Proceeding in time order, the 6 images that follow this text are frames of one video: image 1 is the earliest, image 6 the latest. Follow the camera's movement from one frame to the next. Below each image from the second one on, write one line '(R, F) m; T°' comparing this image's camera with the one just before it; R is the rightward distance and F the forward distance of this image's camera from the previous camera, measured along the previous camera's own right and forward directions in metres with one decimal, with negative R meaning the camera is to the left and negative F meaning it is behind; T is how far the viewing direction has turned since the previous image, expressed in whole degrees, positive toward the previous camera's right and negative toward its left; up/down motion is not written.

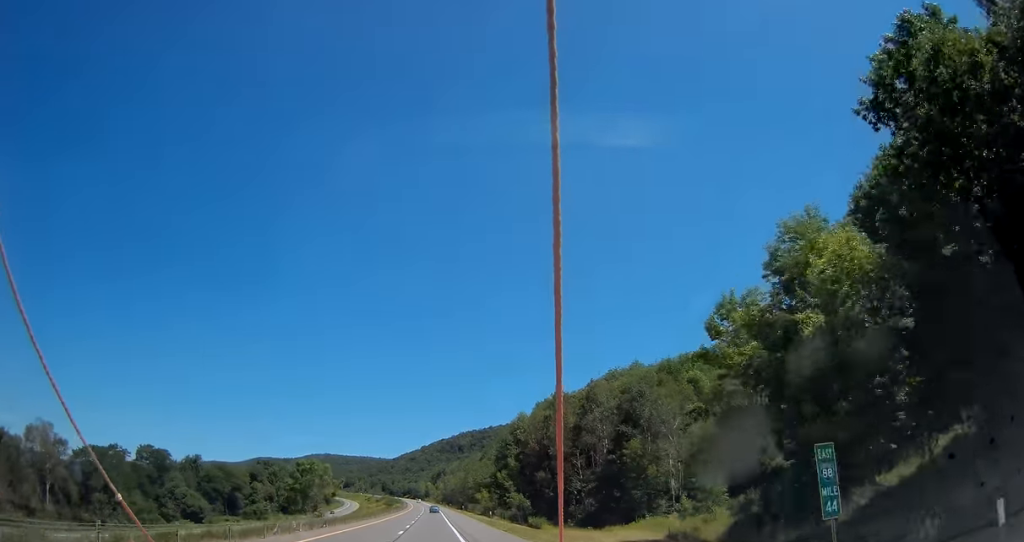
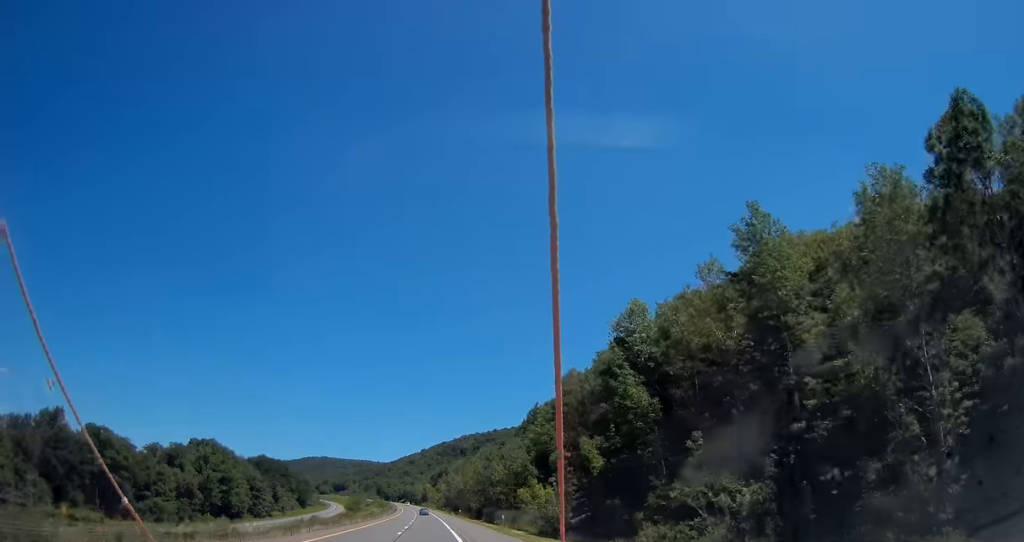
(-0.5, +72.5) m; 0°
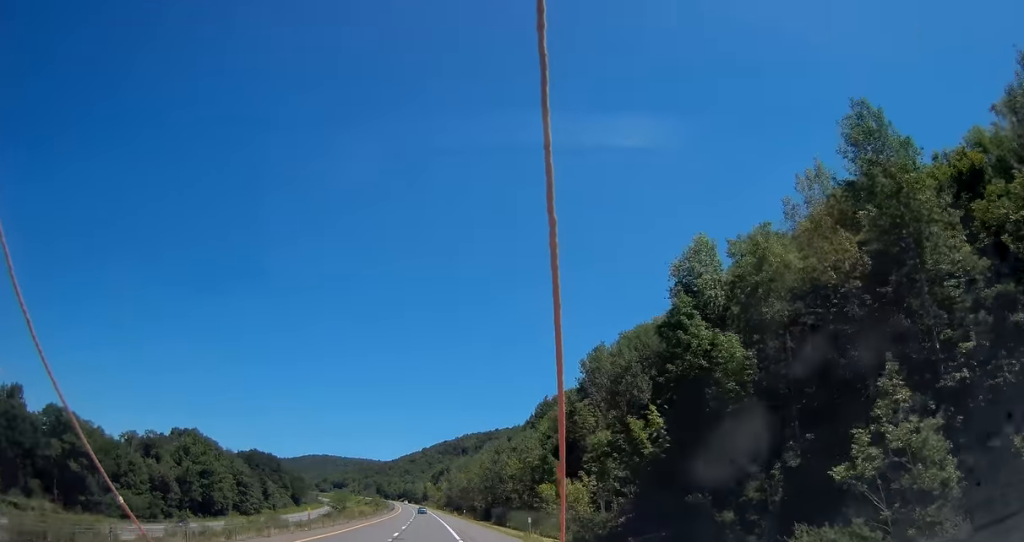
(+0.1, +14.3) m; 0°
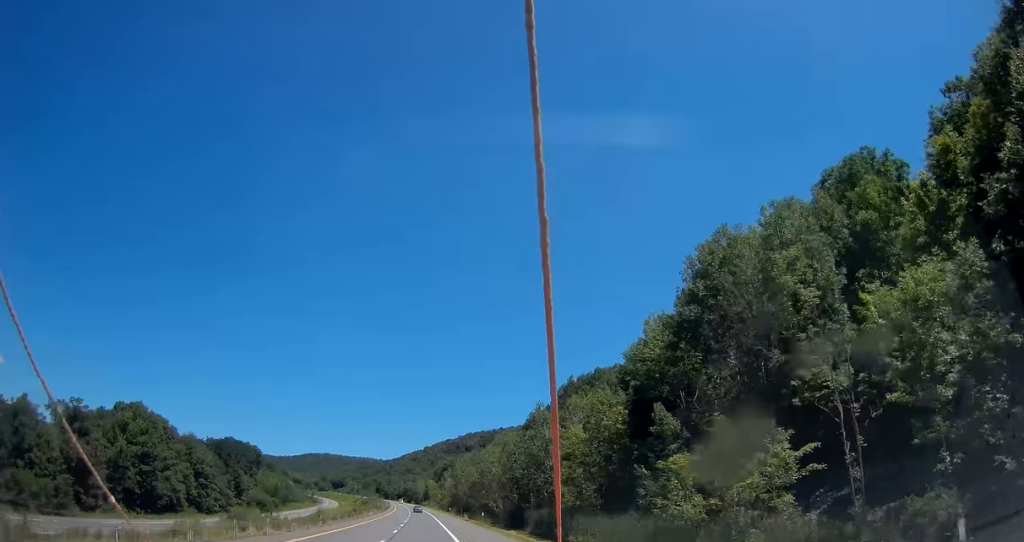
(0.0, +33.6) m; 0°
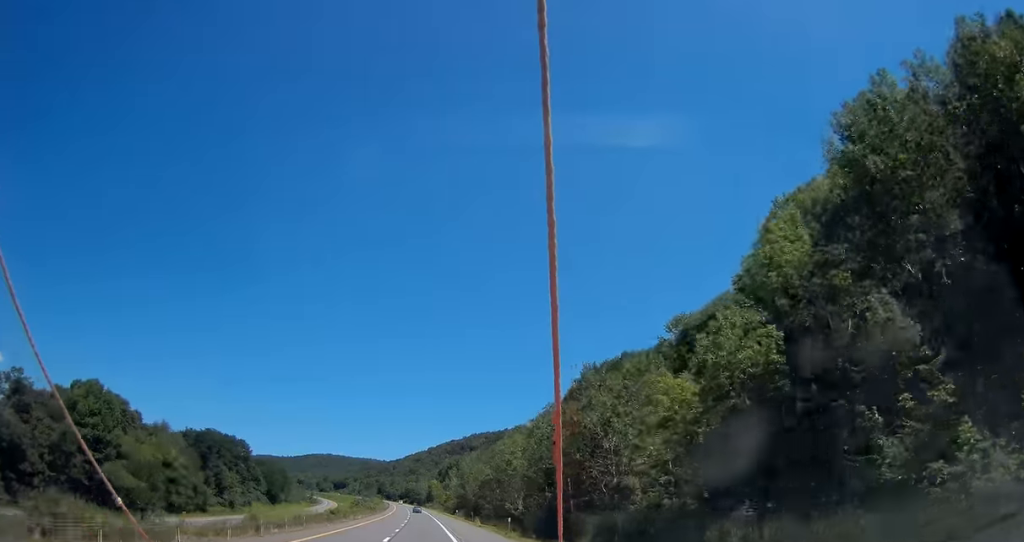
(0.0, +20.4) m; 0°
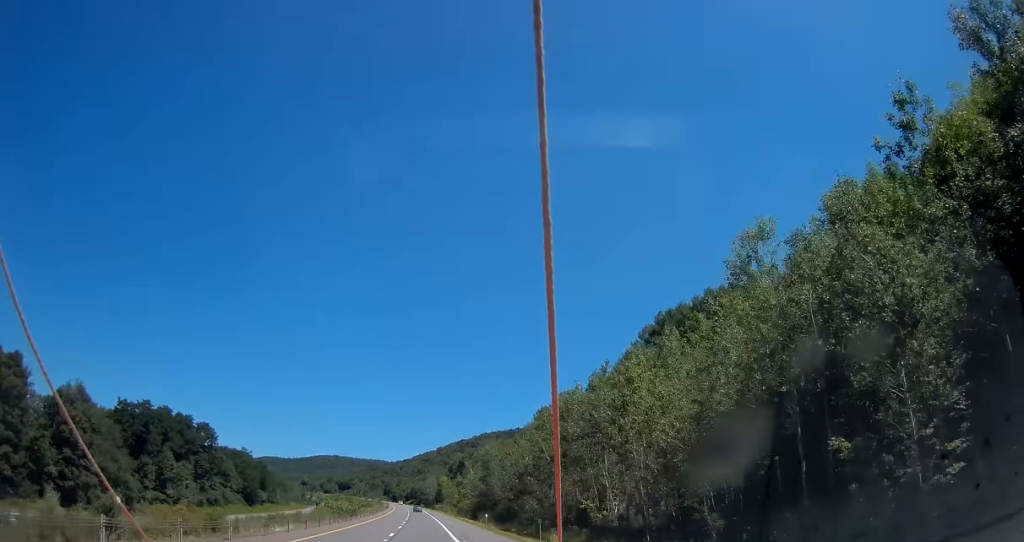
(-0.3, +43.8) m; -1°
